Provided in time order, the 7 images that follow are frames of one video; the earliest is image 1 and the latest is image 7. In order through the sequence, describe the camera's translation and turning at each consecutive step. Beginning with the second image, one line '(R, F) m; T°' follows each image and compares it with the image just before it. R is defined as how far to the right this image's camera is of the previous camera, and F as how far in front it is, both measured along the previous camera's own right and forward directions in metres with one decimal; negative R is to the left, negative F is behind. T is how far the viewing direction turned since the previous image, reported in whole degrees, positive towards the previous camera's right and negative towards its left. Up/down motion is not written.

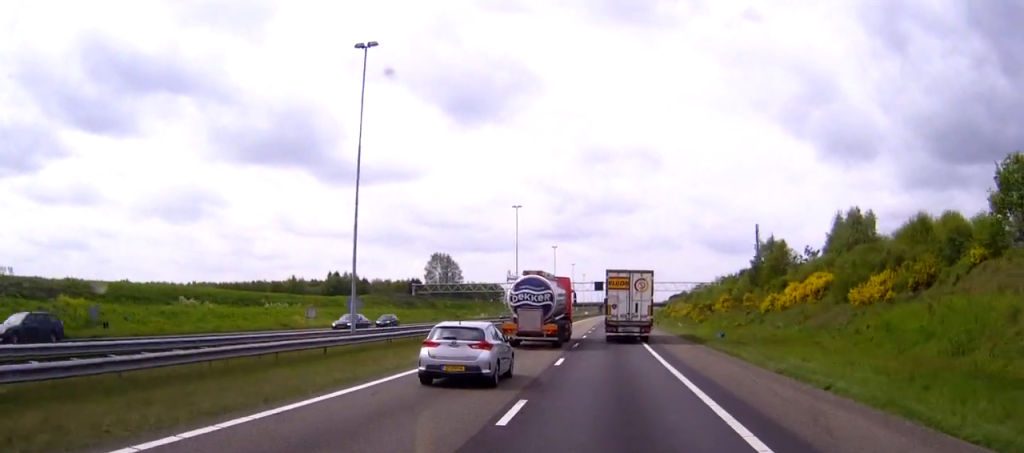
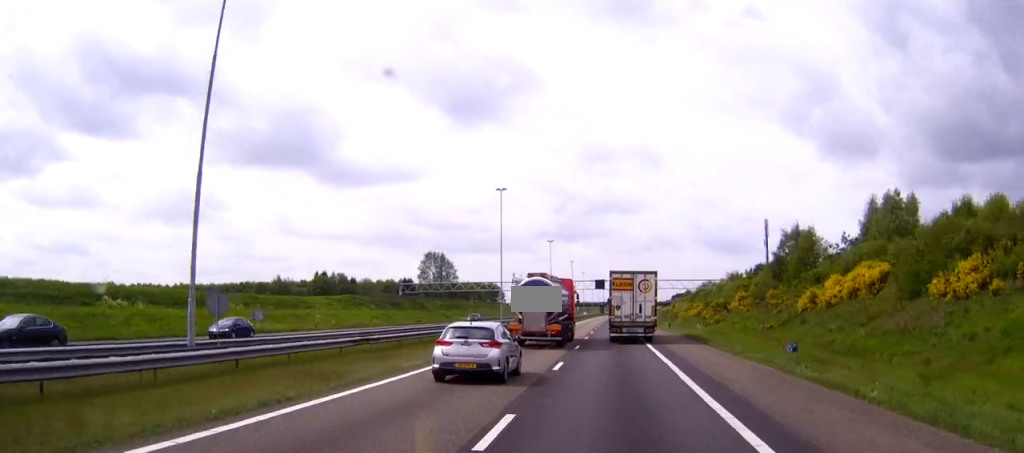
(0.0, +14.6) m; 0°
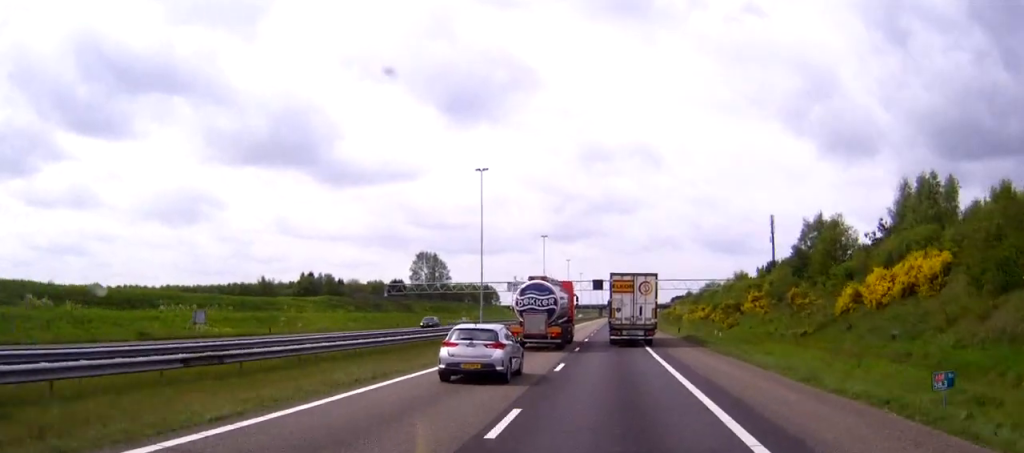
(0.0, +11.6) m; 0°
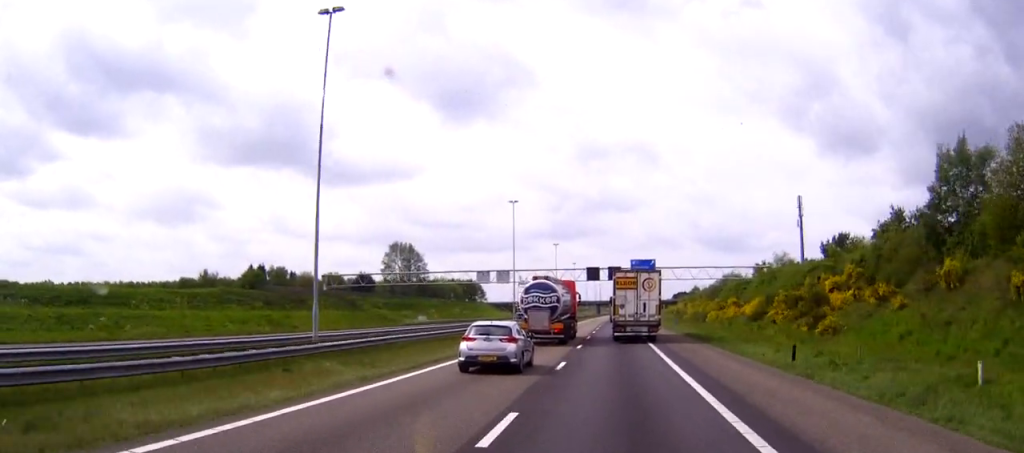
(0.0, +38.7) m; 0°
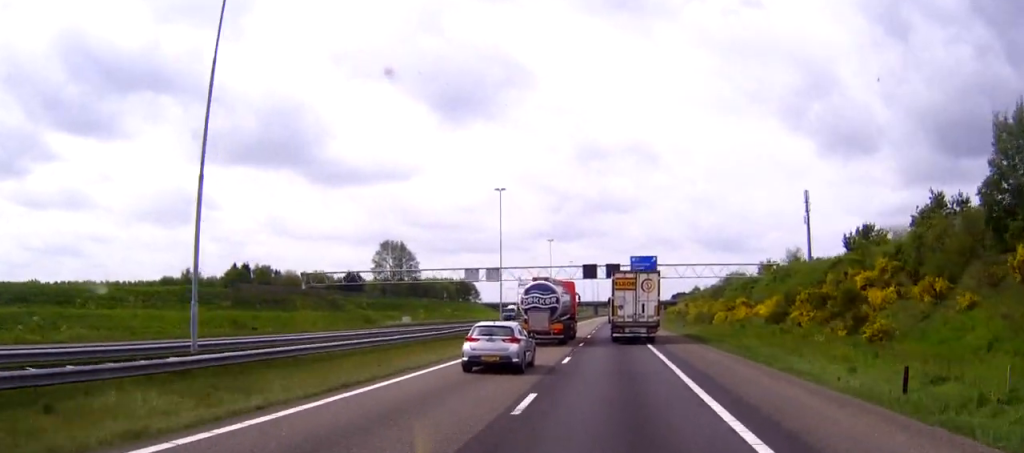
(0.0, +9.4) m; 0°
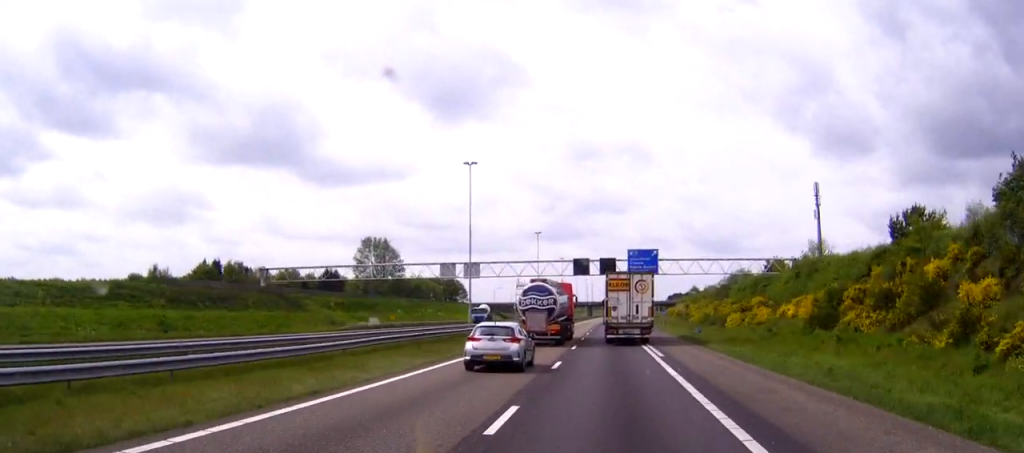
(0.0, +14.8) m; 0°
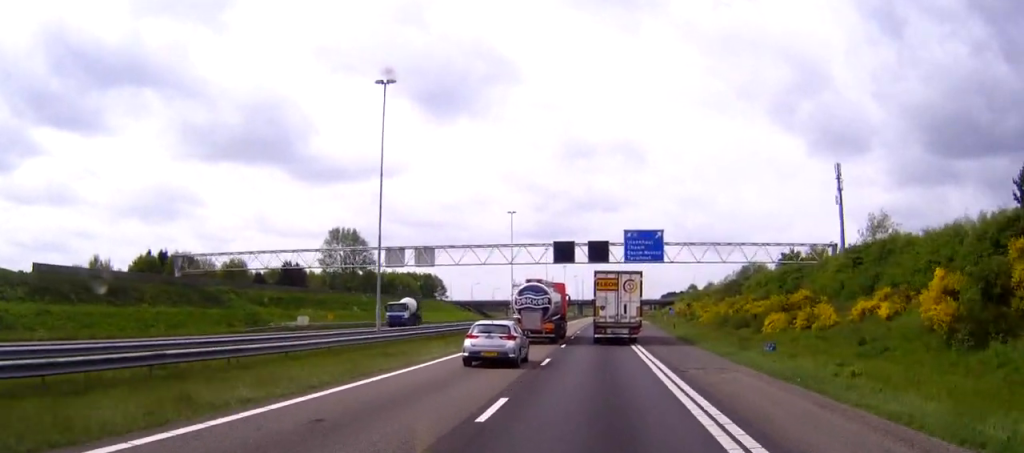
(+0.1, +24.1) m; +1°
